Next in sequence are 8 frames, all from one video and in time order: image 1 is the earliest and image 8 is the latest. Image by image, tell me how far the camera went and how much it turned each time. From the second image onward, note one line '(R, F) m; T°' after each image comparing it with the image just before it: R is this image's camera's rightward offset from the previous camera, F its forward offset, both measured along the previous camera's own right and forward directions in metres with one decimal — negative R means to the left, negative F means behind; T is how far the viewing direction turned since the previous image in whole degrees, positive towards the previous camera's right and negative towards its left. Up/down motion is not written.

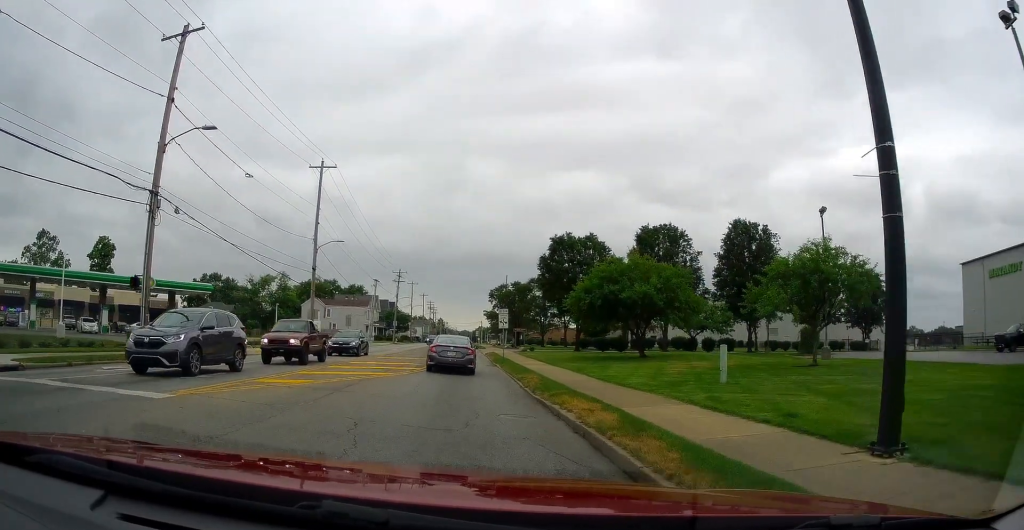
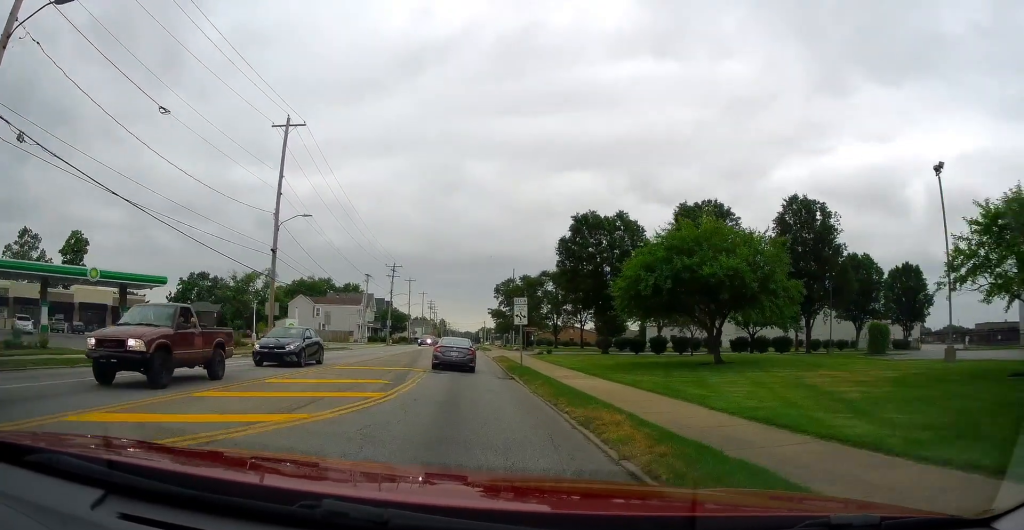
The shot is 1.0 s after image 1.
(+0.2, +10.8) m; +2°
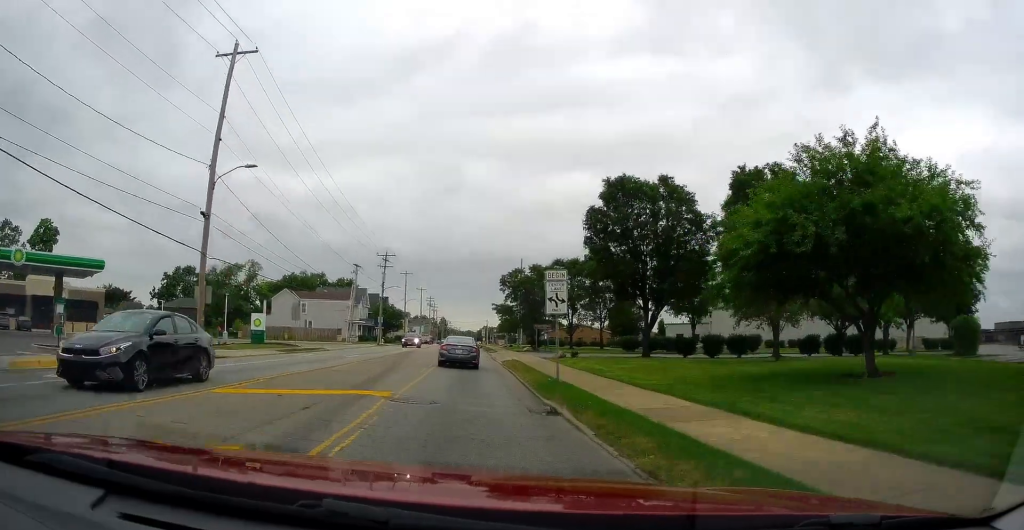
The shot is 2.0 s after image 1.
(+0.3, +10.6) m; -1°
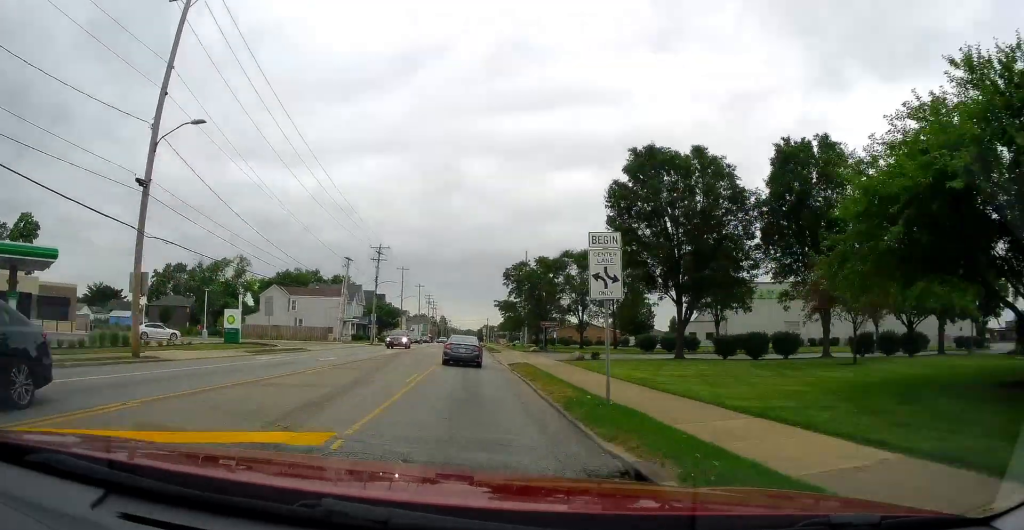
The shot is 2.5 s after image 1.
(-0.4, +6.0) m; -2°
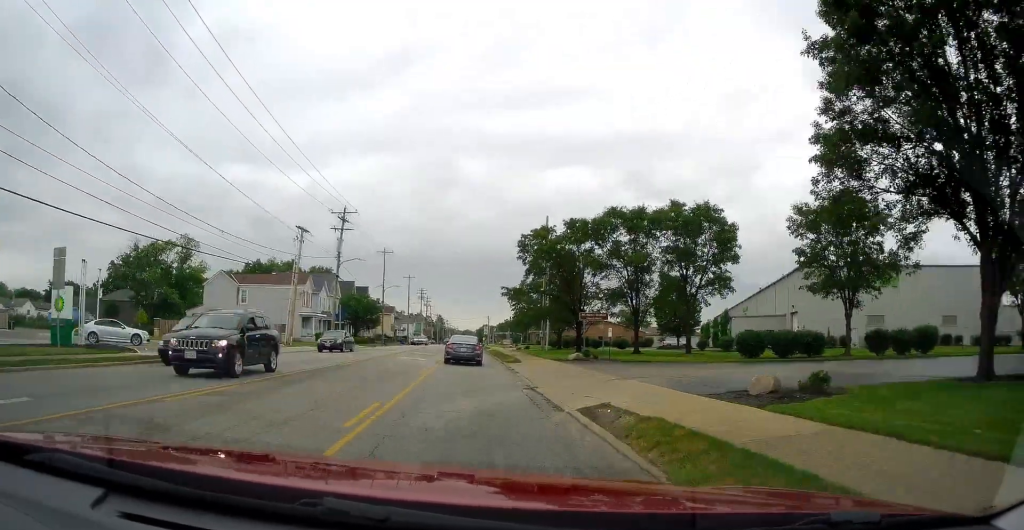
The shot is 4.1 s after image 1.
(+0.2, +20.9) m; +2°
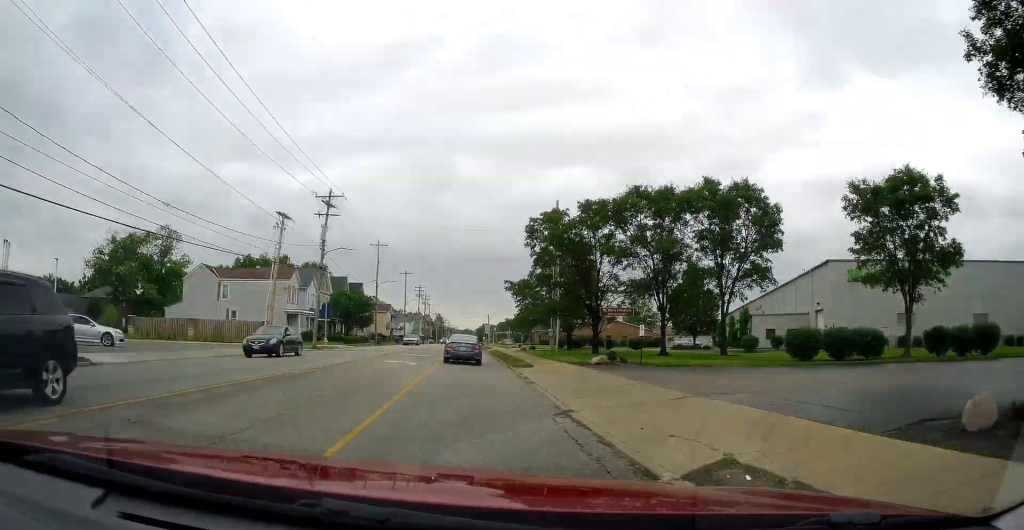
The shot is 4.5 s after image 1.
(-0.1, +5.9) m; +1°
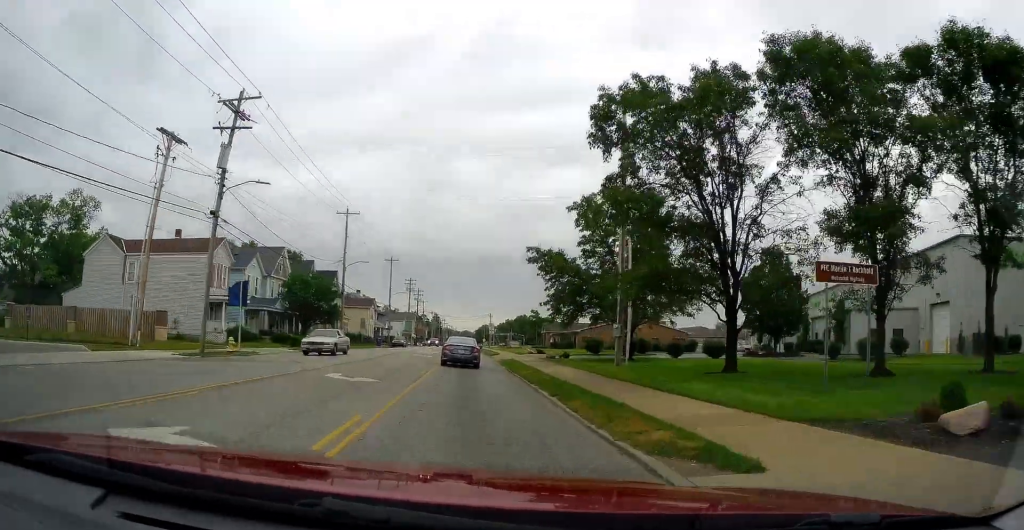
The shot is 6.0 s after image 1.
(+0.7, +20.7) m; +3°
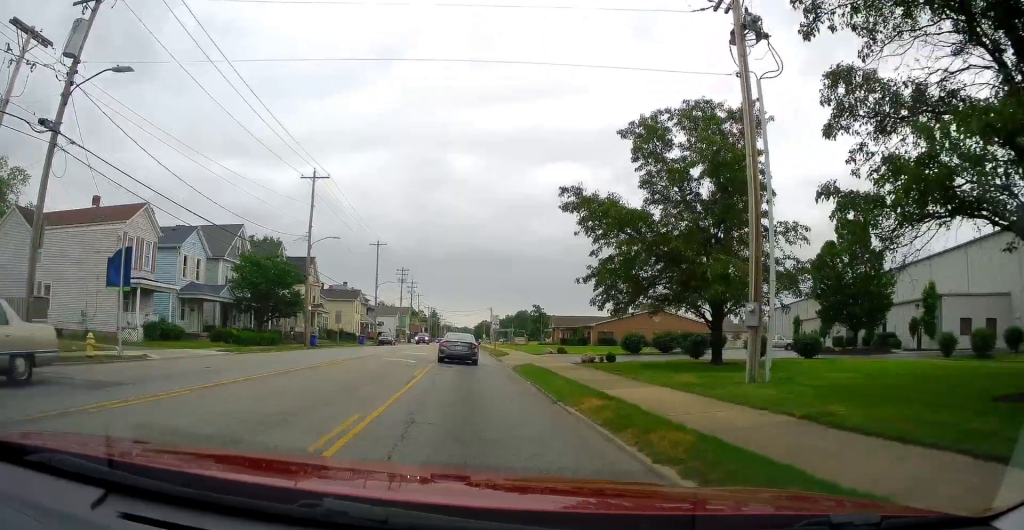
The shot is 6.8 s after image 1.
(+0.2, +12.4) m; 0°
